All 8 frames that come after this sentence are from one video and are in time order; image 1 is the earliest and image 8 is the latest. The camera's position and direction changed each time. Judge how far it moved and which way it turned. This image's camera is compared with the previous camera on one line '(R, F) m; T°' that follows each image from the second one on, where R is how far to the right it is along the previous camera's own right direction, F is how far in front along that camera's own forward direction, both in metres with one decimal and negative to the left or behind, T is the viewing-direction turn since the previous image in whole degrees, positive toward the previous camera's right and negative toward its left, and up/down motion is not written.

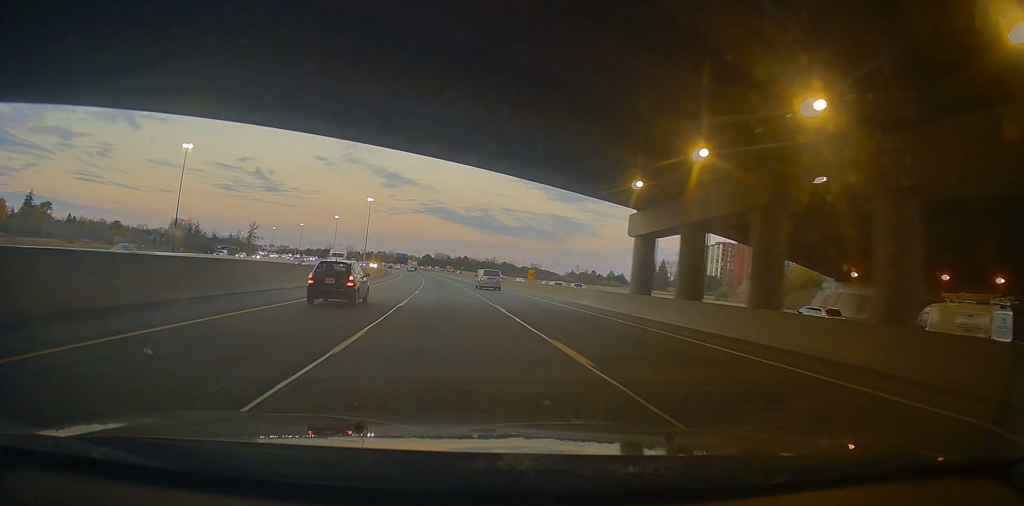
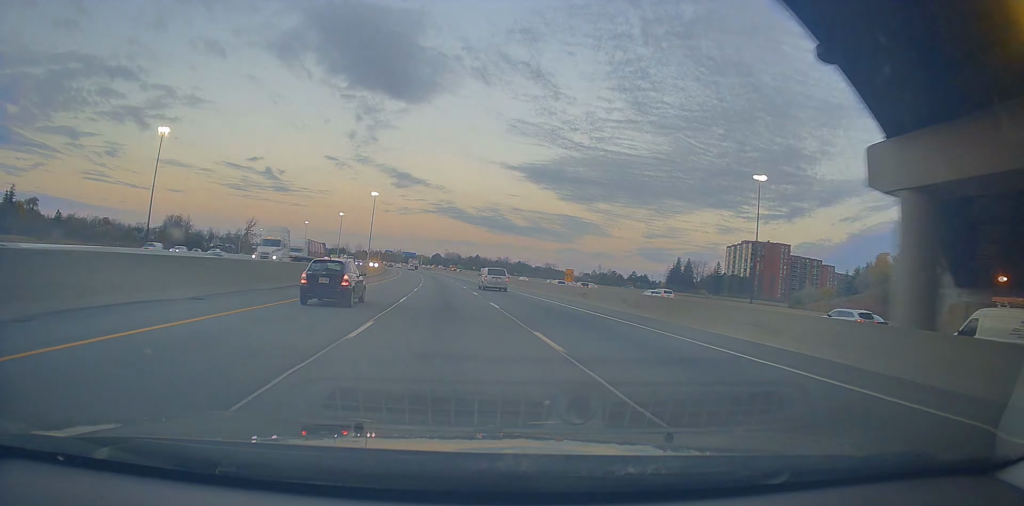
(-0.6, +22.8) m; -2°
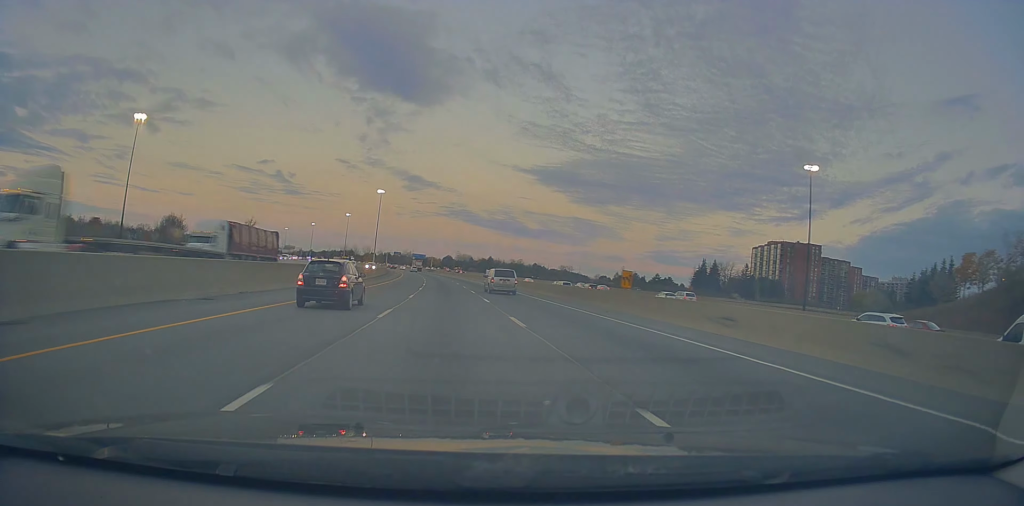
(-0.2, +19.2) m; -2°
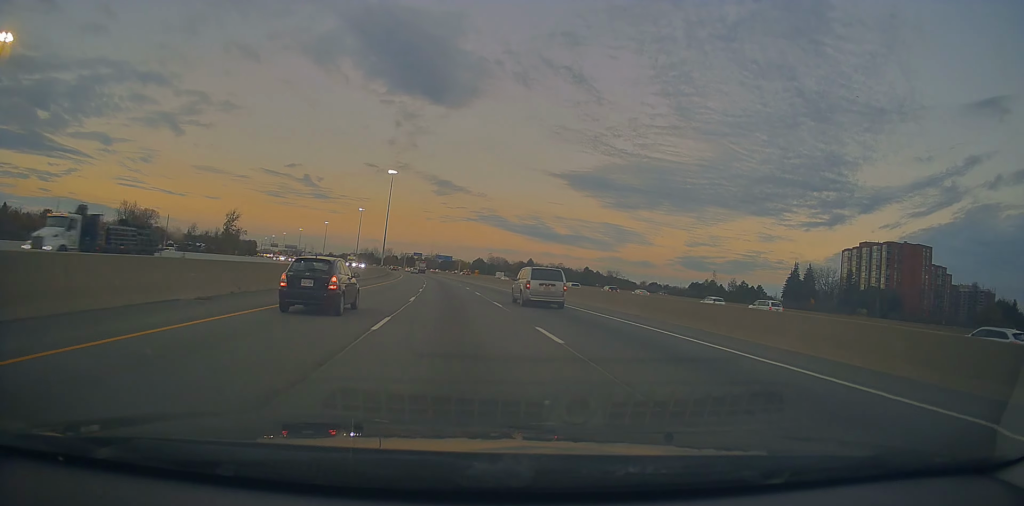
(-3.5, +63.6) m; -5°
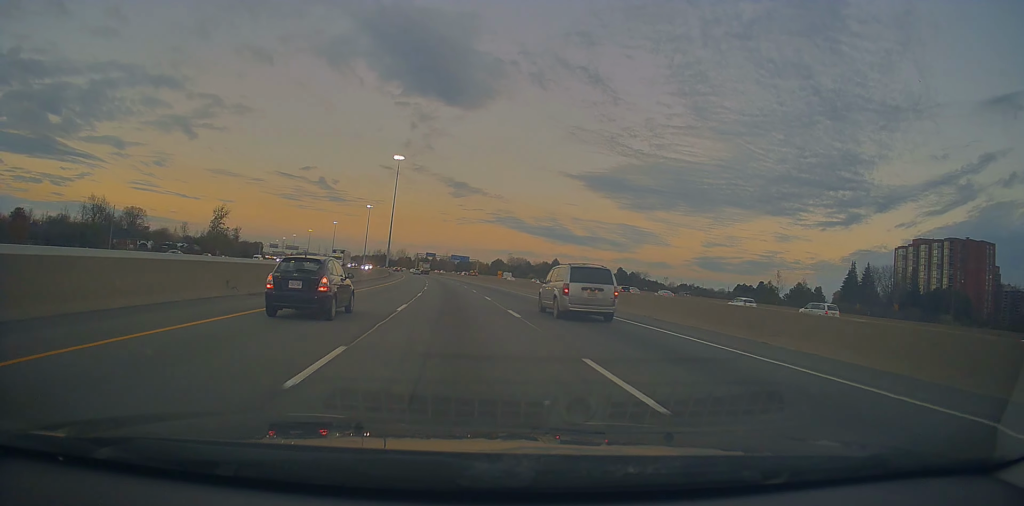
(+0.2, +30.2) m; -1°
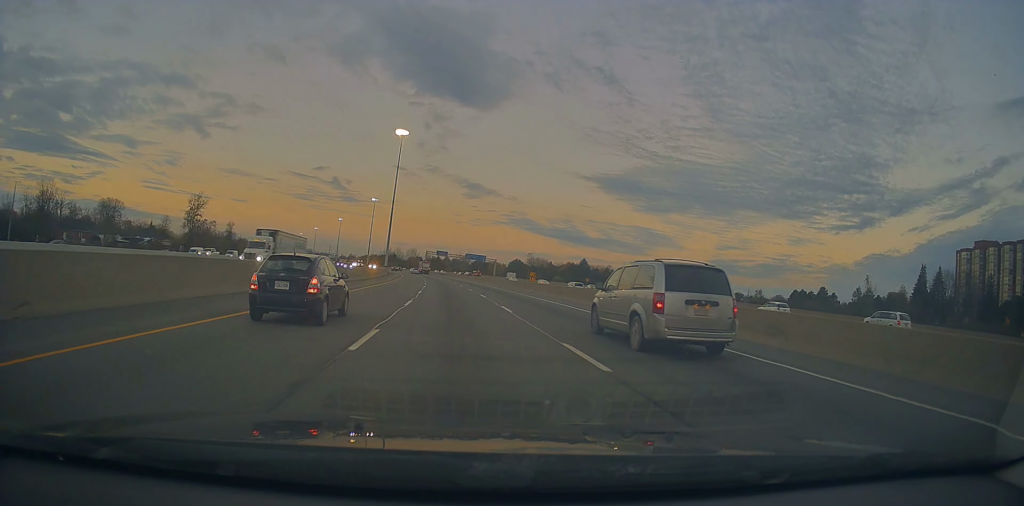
(-0.8, +33.7) m; -2°
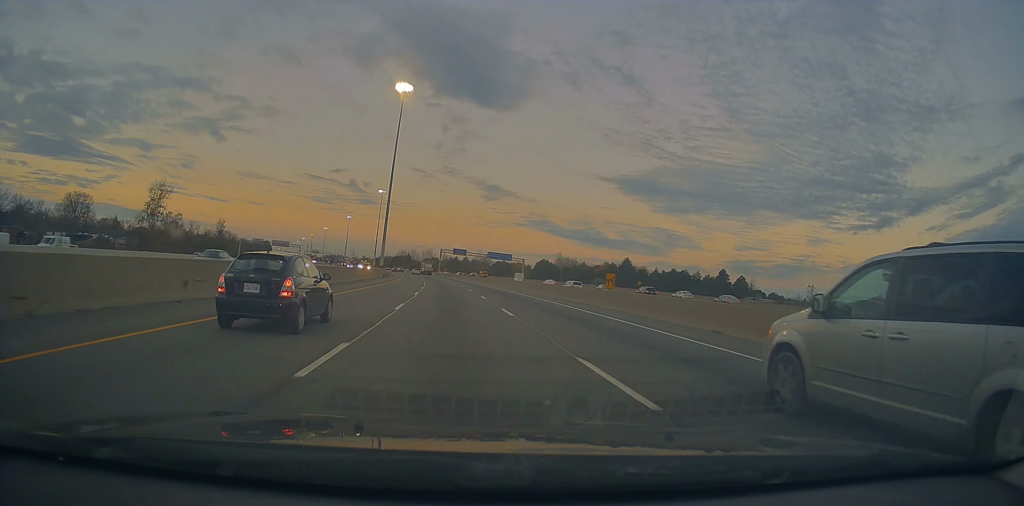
(-0.3, +38.6) m; -1°
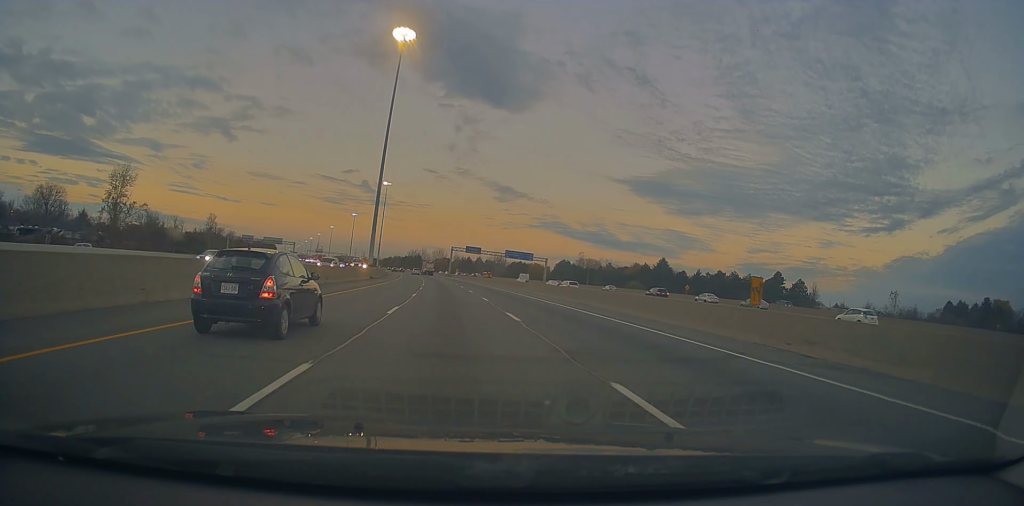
(-0.1, +26.4) m; -1°
